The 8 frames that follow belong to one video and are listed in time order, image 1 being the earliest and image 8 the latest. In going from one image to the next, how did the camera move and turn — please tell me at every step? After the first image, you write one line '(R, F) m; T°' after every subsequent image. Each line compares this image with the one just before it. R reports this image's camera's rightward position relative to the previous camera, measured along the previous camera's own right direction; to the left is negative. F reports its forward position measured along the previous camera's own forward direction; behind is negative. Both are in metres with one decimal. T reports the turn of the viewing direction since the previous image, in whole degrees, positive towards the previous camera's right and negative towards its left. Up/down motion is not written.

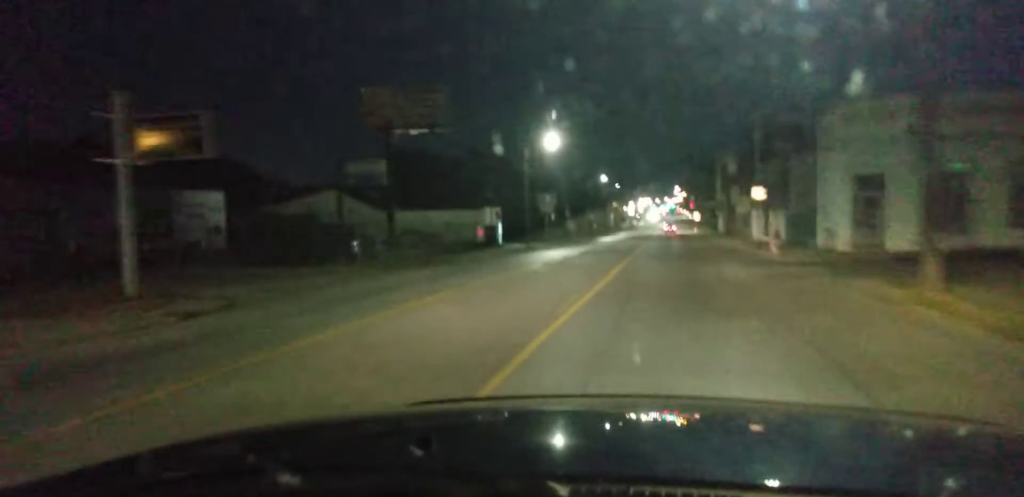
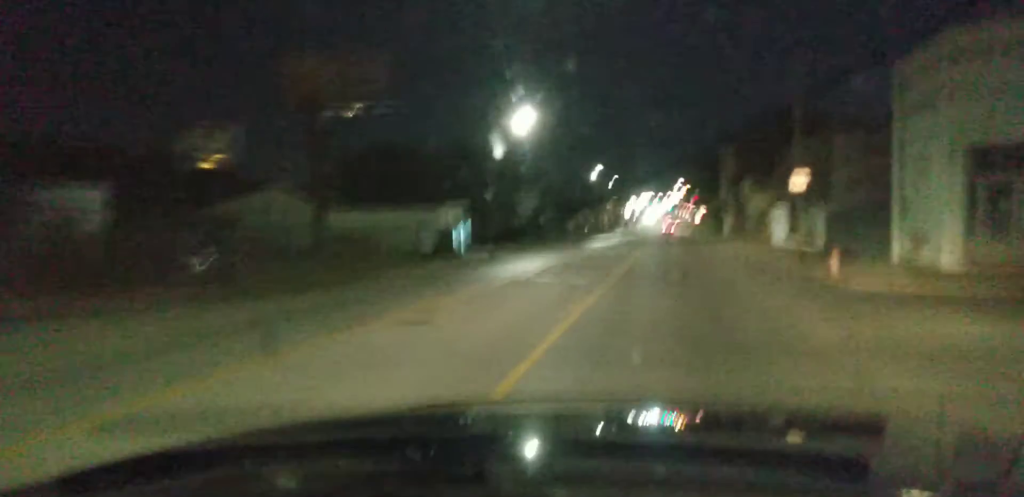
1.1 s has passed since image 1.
(-0.1, +13.5) m; 0°
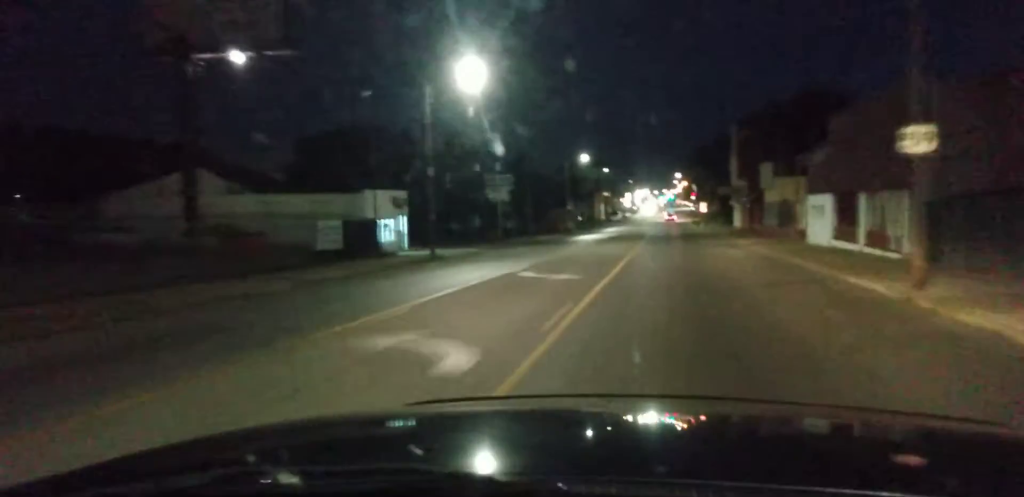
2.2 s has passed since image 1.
(+0.1, +13.9) m; 0°
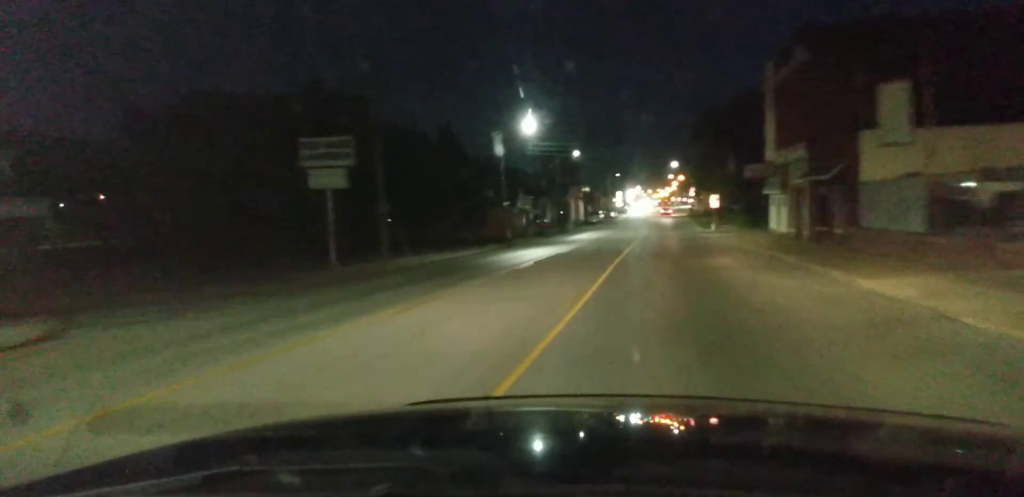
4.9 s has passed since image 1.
(+0.4, +35.0) m; +1°
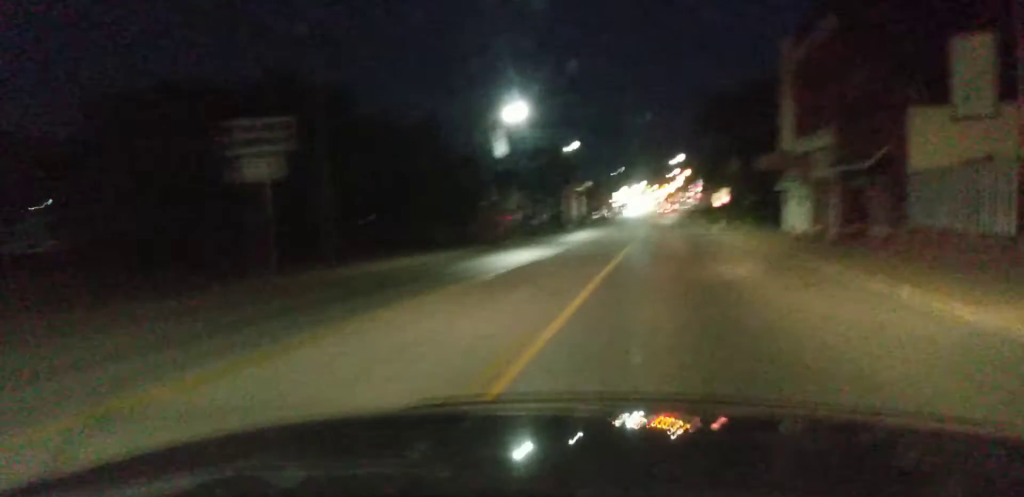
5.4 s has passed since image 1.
(-0.1, +6.3) m; 0°
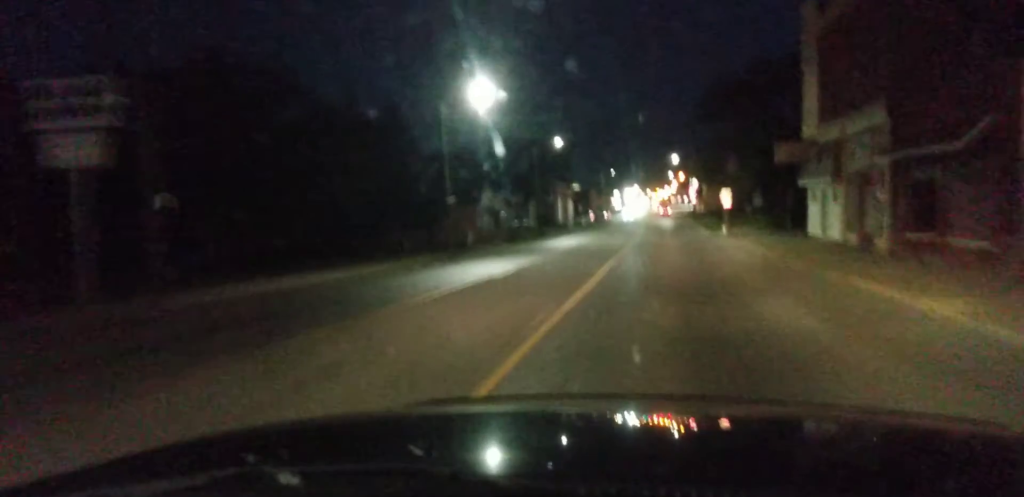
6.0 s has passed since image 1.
(+0.1, +8.4) m; 0°
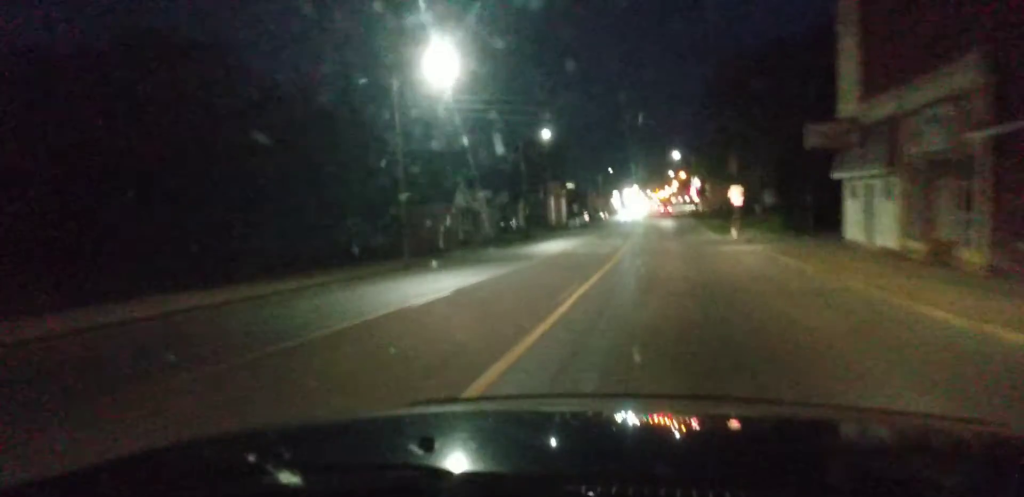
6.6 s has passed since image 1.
(+0.1, +8.4) m; -1°
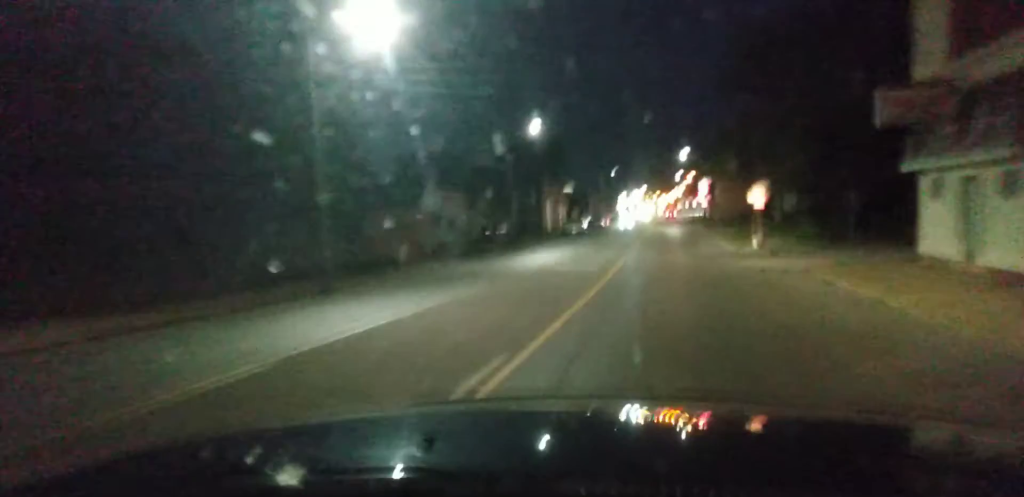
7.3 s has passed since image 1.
(-0.3, +9.1) m; -1°
